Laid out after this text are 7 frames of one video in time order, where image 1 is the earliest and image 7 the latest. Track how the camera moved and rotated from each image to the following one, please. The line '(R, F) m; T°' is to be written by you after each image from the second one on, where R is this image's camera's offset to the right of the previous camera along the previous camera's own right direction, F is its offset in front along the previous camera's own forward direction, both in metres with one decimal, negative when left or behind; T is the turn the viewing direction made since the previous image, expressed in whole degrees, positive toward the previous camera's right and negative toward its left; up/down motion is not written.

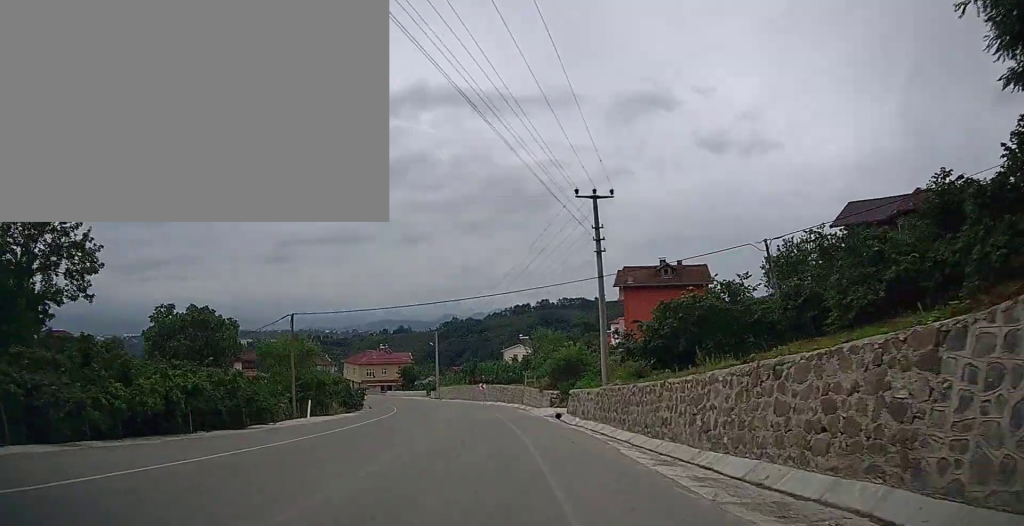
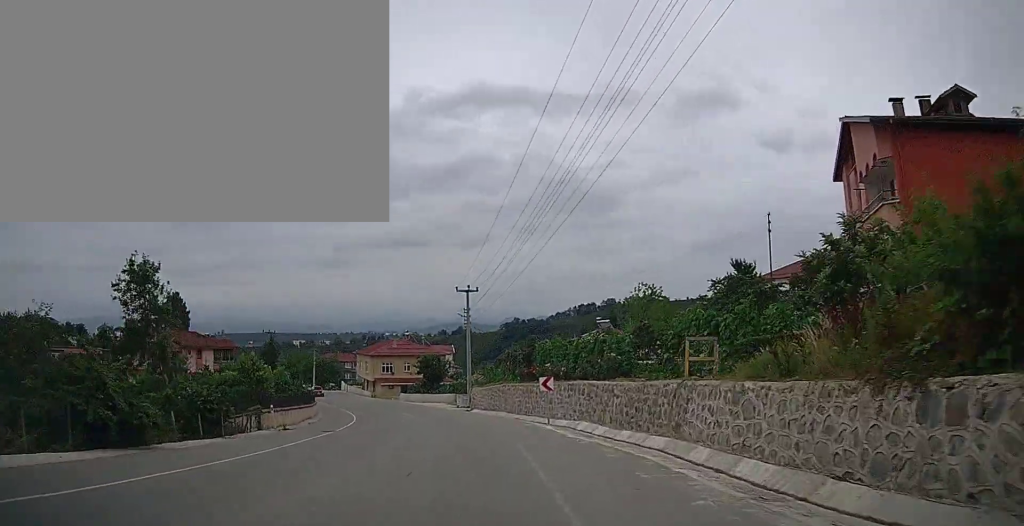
(-1.3, +33.1) m; -6°
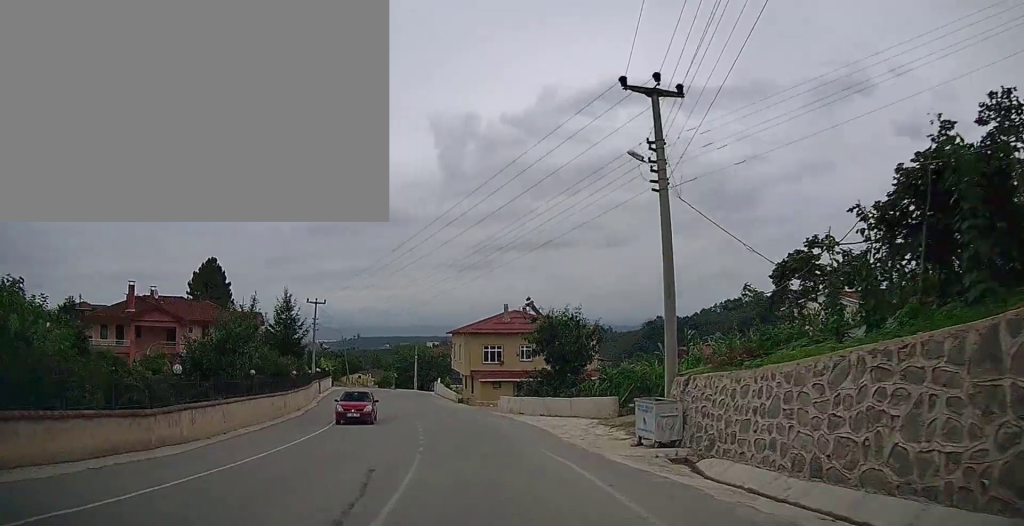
(-3.0, +31.8) m; -14°
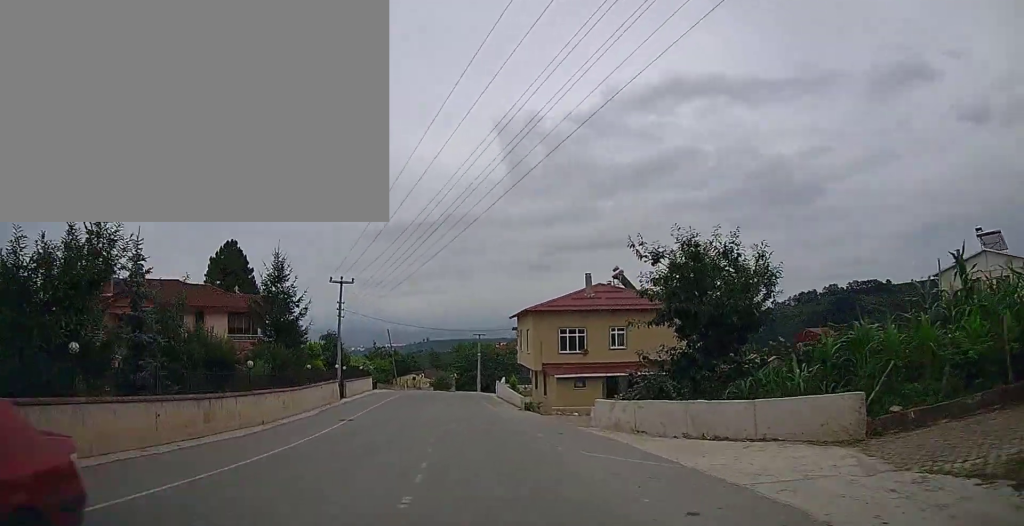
(-0.9, +14.1) m; -7°
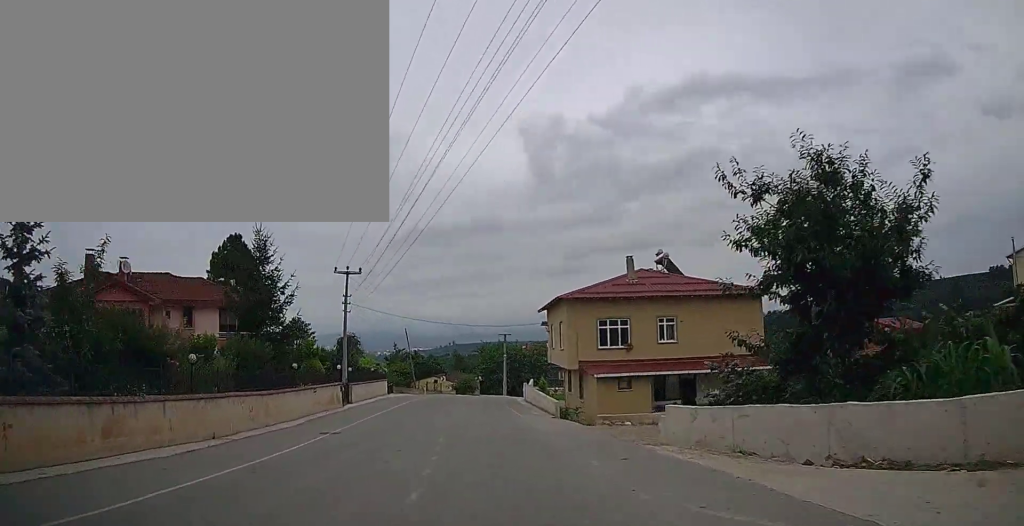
(-0.3, +5.6) m; -3°
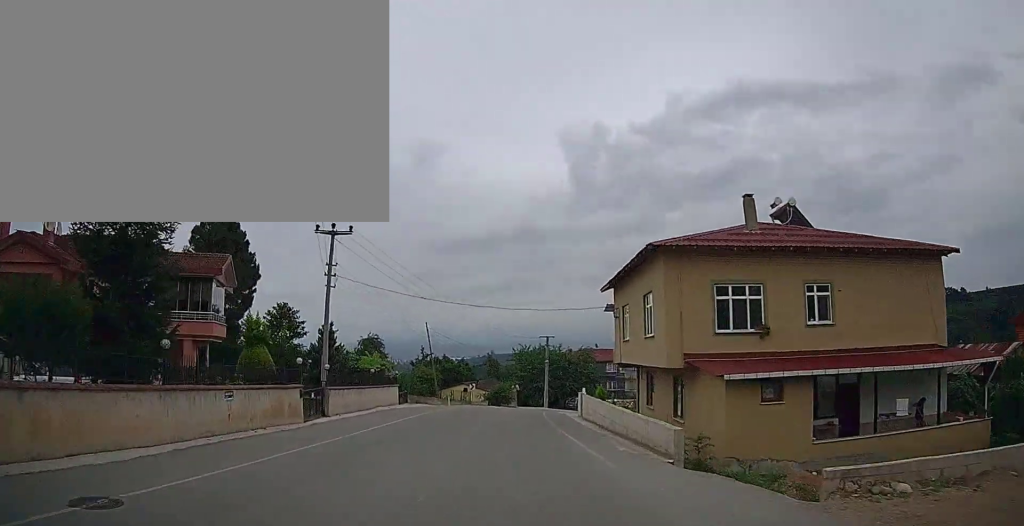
(-0.6, +12.0) m; -4°
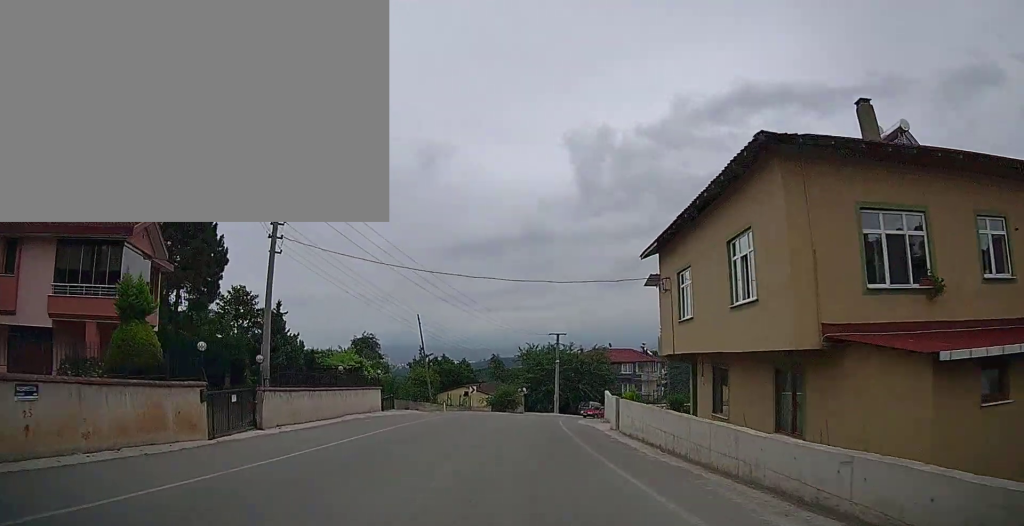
(-0.2, +8.5) m; -2°
